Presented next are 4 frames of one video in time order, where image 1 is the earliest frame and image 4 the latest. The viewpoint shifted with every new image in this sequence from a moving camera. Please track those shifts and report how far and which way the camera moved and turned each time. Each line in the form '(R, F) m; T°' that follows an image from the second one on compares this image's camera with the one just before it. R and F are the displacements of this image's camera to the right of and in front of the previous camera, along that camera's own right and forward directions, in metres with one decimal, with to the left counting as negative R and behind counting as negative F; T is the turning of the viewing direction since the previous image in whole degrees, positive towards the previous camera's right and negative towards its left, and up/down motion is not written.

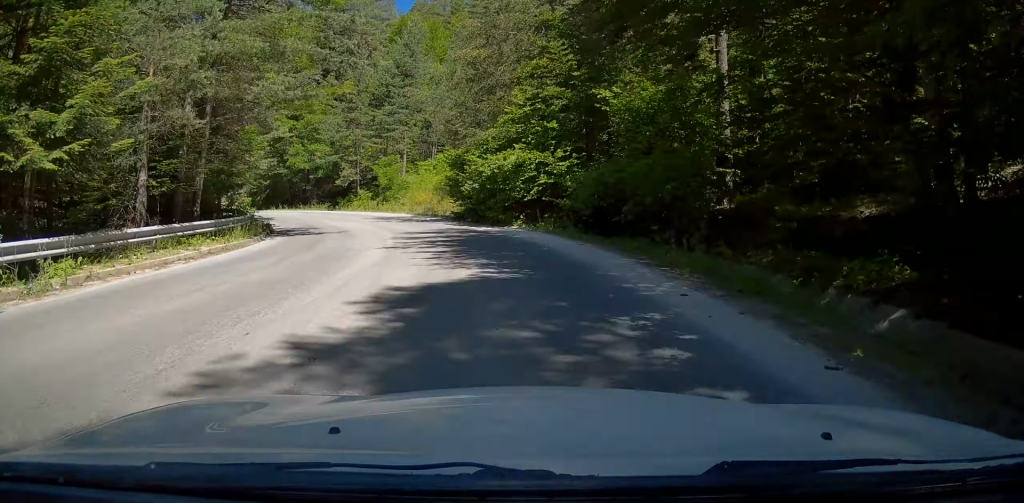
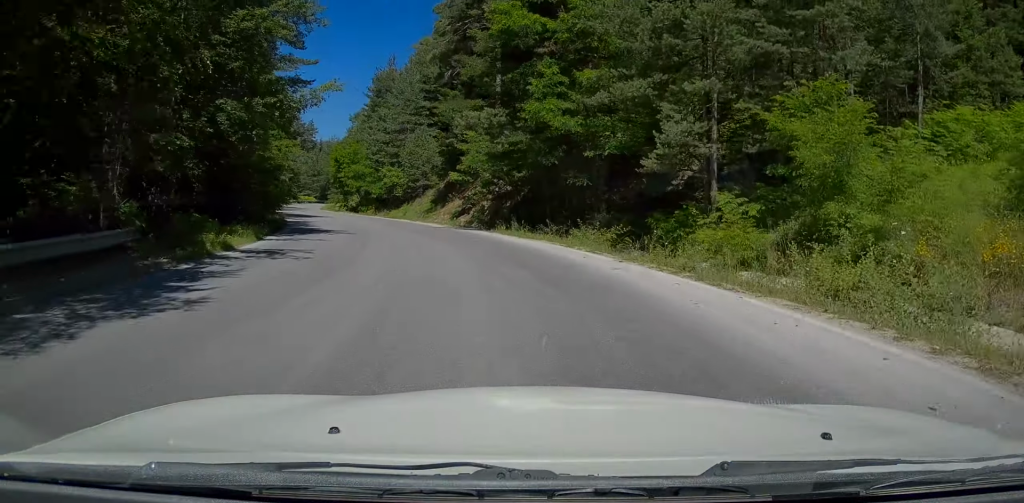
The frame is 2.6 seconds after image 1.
(-3.5, +34.0) m; -18°
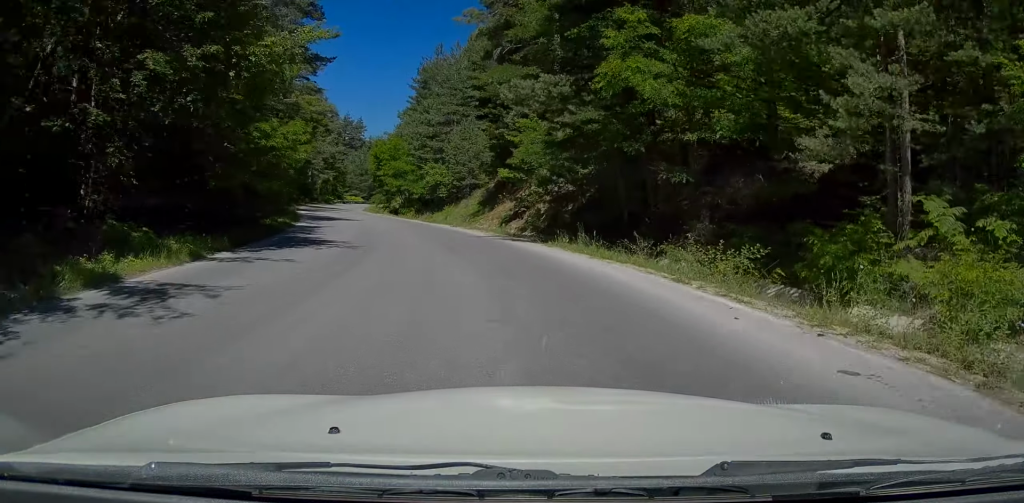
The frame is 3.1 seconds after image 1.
(-0.3, +6.3) m; -5°
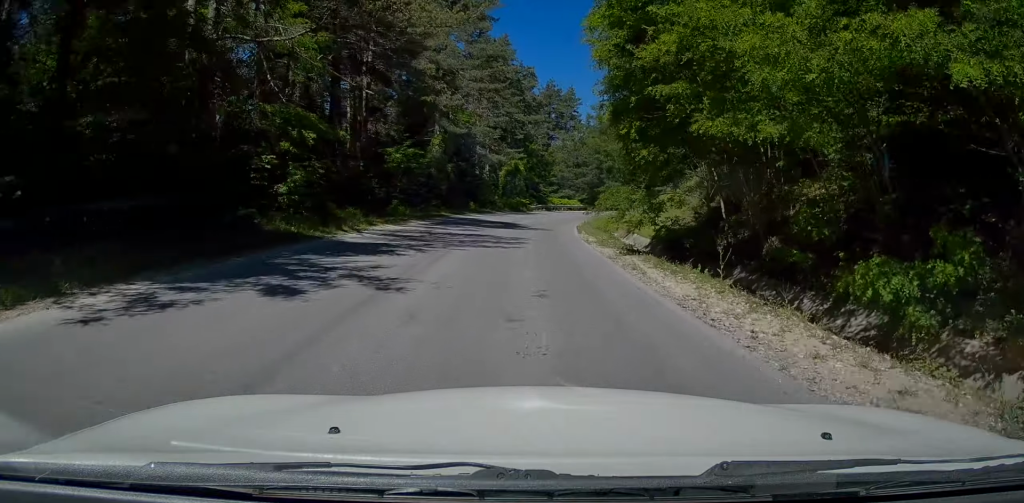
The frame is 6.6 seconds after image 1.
(-11.3, +44.9) m; -21°
